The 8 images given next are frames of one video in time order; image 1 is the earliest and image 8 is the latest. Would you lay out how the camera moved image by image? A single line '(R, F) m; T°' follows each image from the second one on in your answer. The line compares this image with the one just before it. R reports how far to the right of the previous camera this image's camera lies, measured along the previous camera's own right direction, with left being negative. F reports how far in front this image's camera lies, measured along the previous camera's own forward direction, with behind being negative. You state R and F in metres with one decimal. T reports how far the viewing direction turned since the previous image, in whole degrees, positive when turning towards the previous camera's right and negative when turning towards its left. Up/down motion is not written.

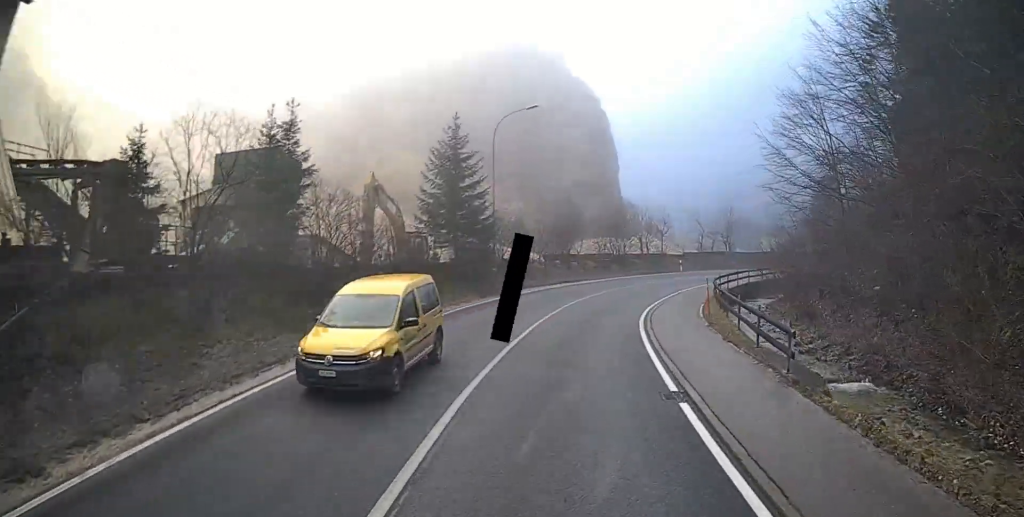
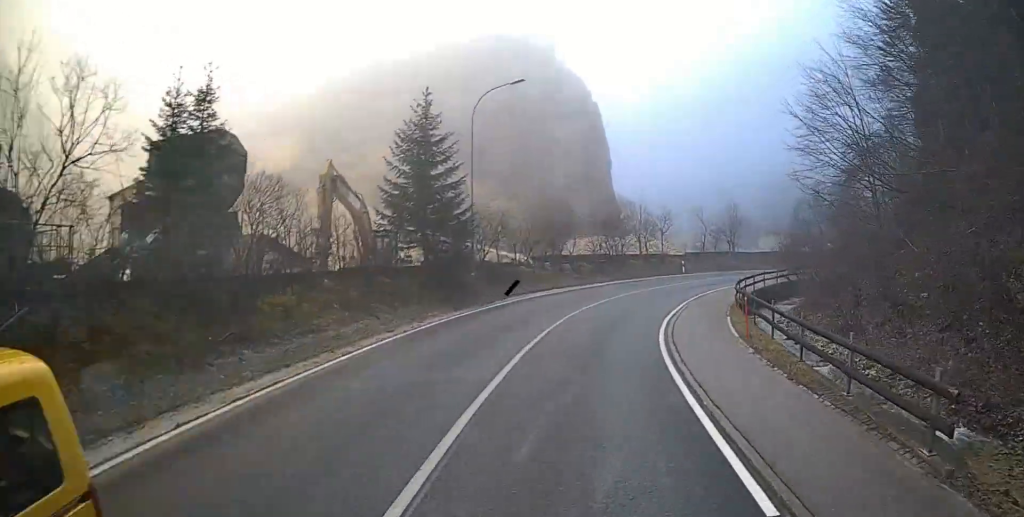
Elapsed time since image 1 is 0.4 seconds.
(0.0, +4.9) m; +1°
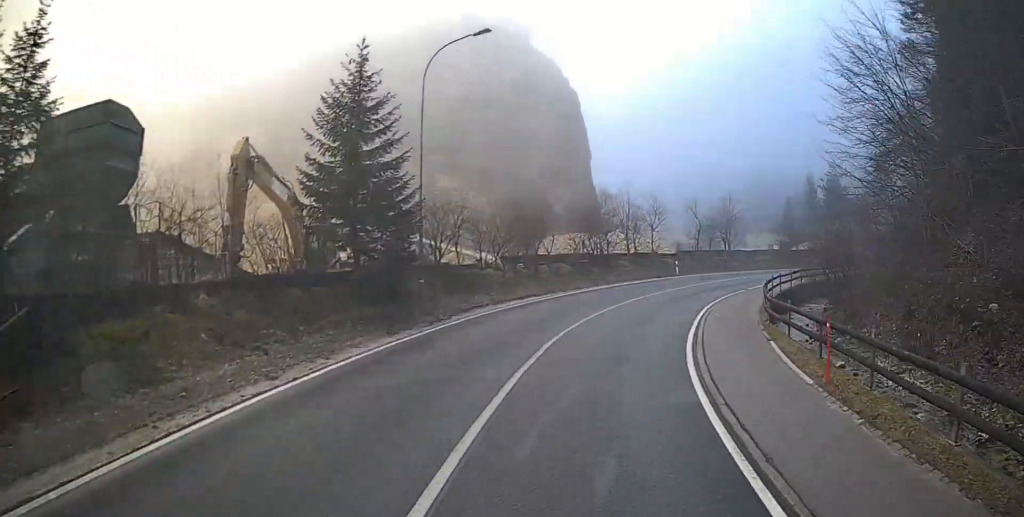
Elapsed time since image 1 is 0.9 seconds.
(-0.1, +5.9) m; +8°
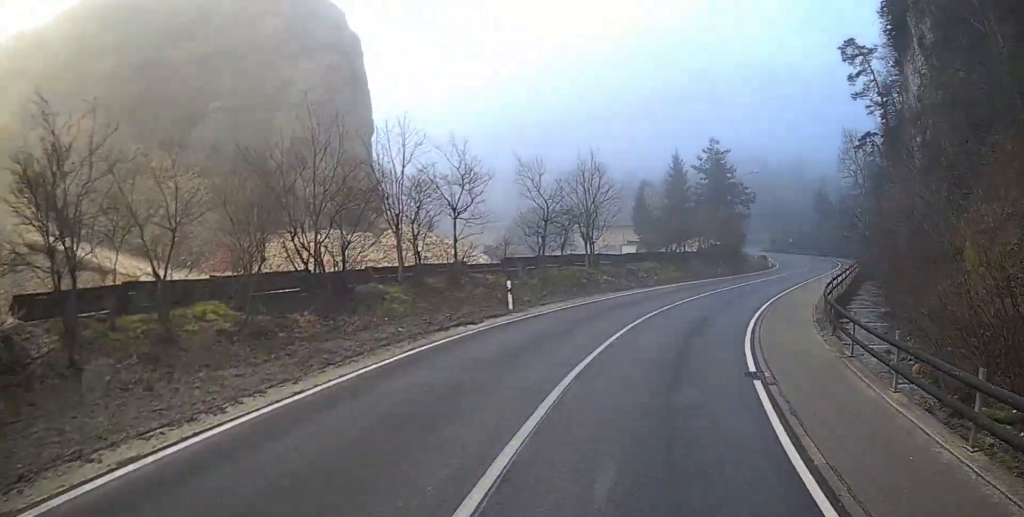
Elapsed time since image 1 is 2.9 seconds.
(+6.0, +20.3) m; +25°
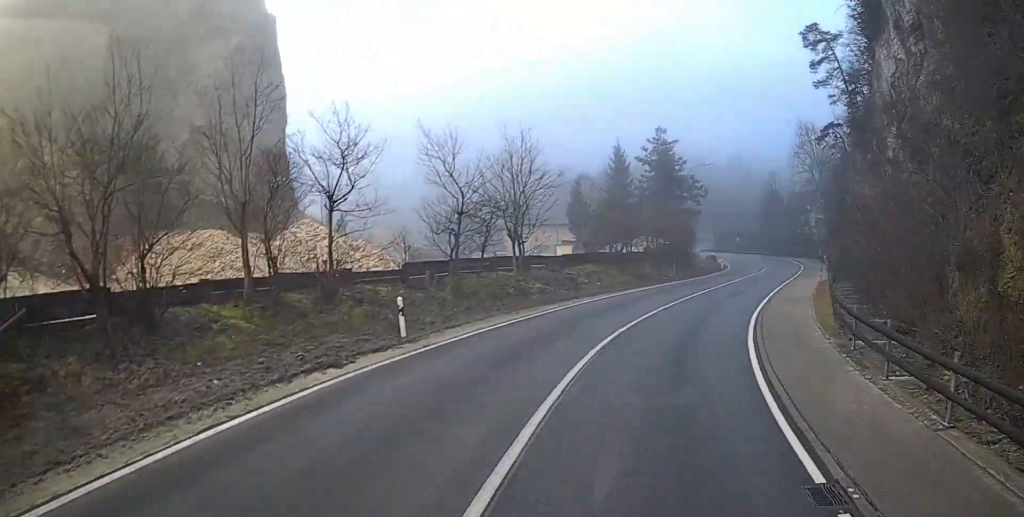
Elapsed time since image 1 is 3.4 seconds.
(0.0, +5.5) m; 0°
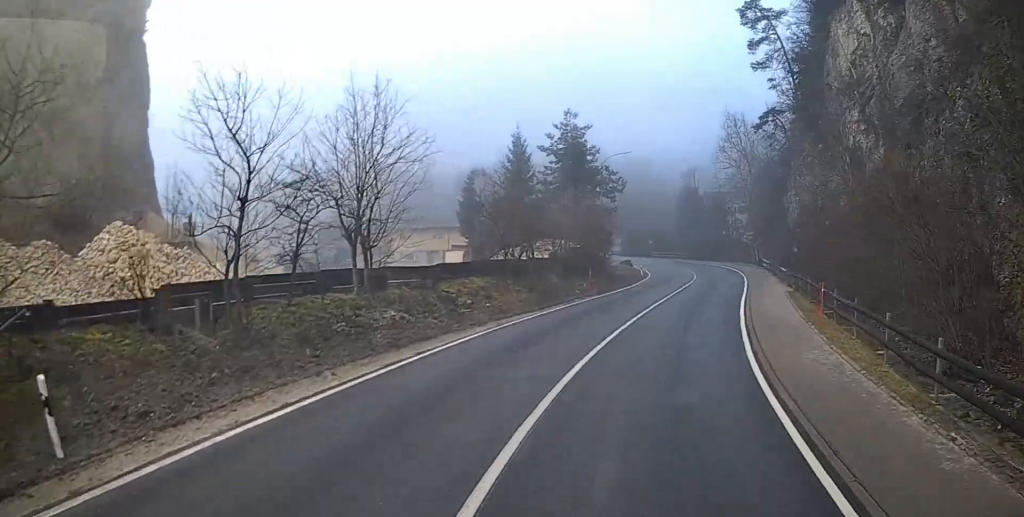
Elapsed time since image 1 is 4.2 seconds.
(0.0, +8.0) m; 0°
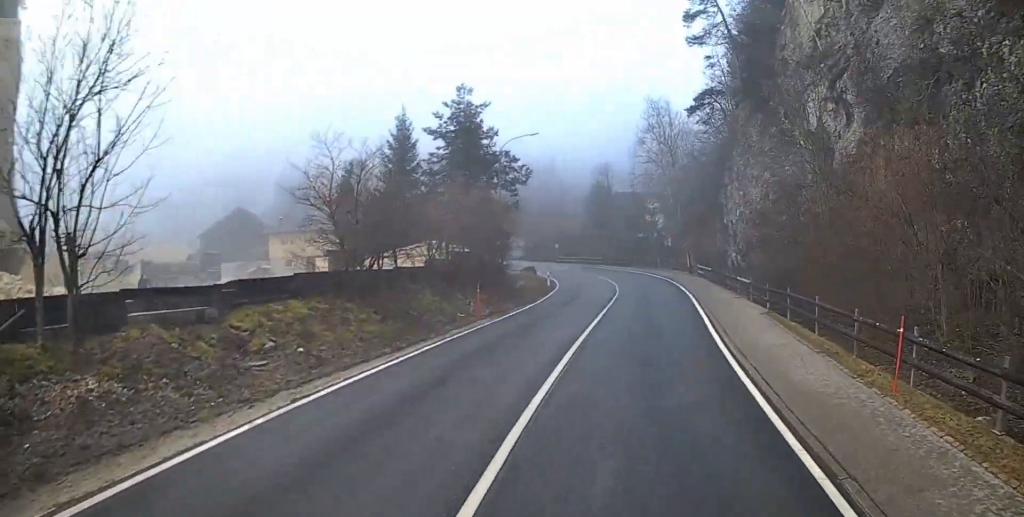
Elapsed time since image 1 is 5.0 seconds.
(0.0, +7.8) m; 0°
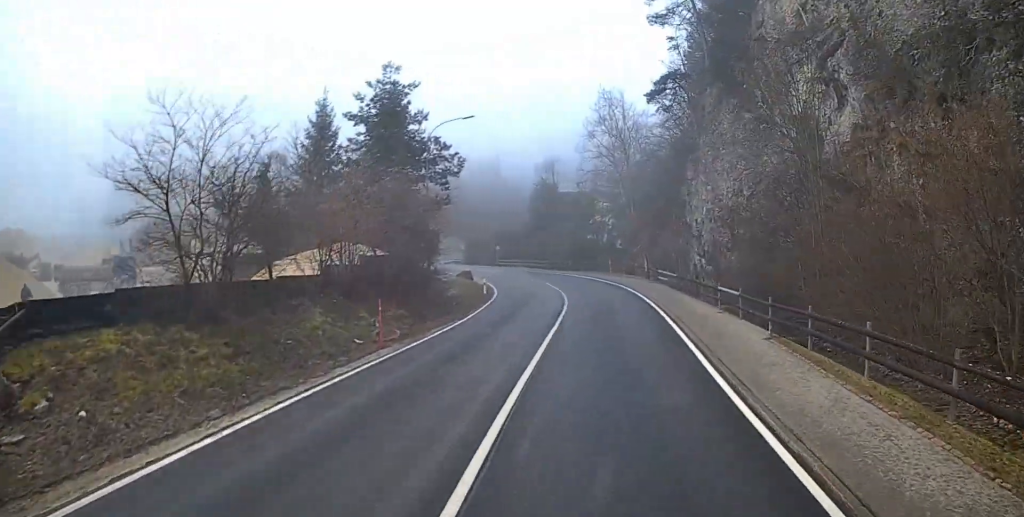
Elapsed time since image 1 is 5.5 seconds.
(0.0, +4.8) m; 0°
